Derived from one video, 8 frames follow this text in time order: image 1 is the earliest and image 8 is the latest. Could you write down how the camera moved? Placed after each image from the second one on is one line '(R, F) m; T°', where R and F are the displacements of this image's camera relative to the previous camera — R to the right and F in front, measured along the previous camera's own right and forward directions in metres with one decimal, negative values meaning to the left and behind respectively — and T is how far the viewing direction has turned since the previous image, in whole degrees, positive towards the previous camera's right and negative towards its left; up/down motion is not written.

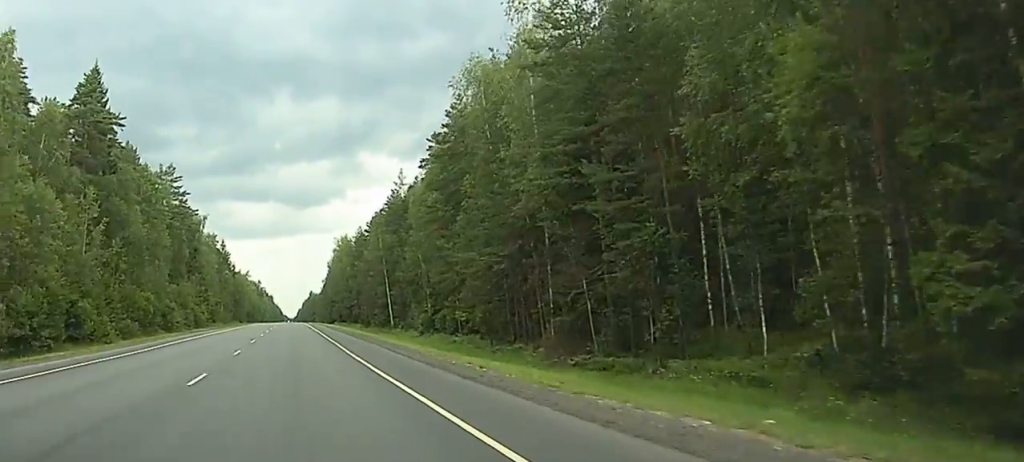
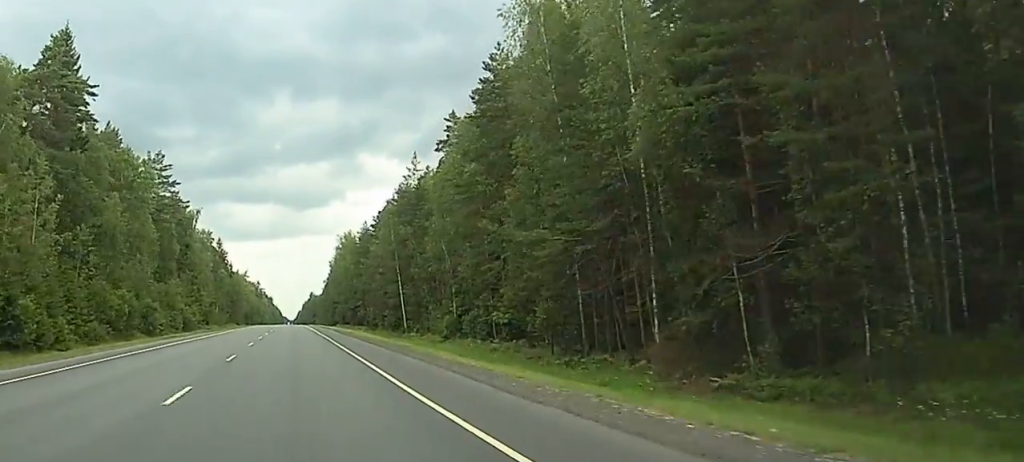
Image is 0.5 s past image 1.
(0.0, +15.4) m; 0°
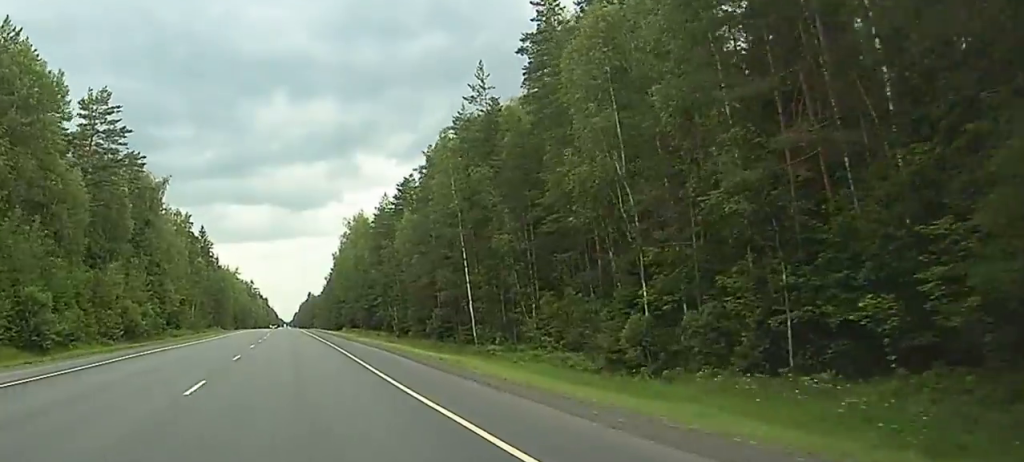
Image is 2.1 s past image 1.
(-0.3, +46.1) m; -1°
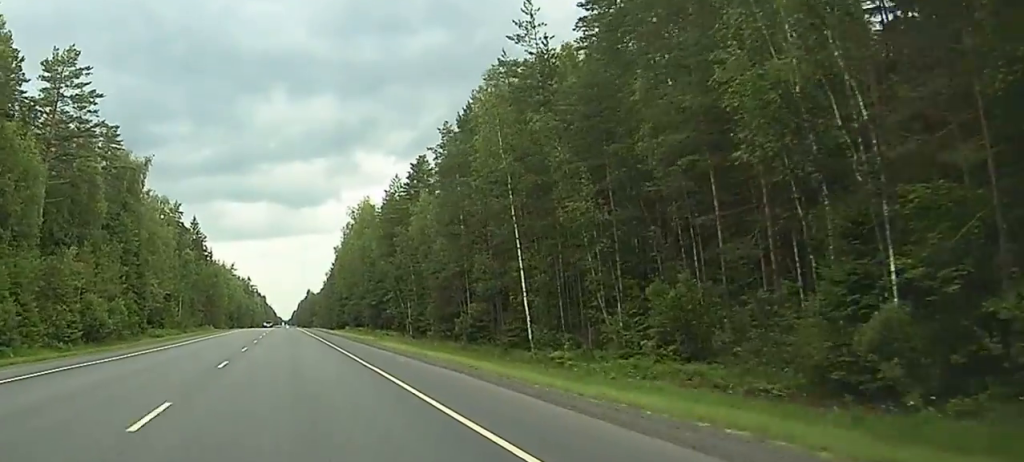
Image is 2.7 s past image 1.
(-0.1, +17.2) m; 0°
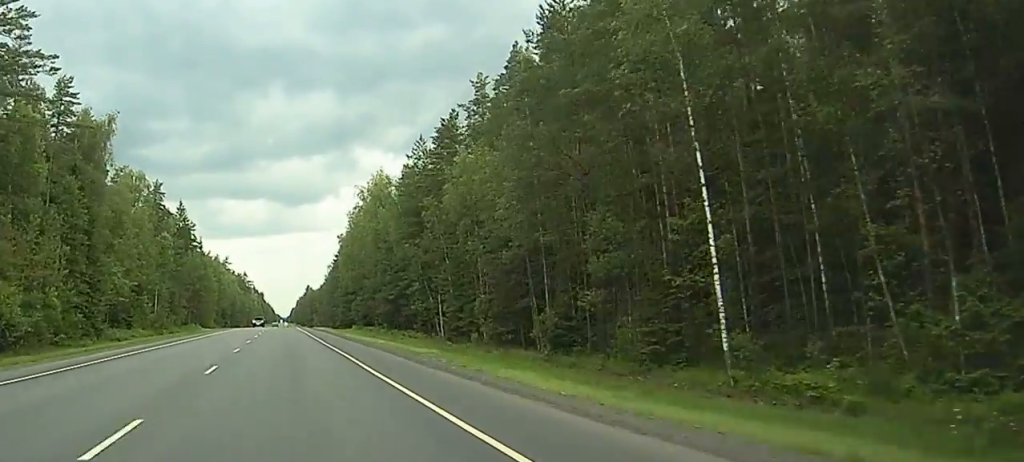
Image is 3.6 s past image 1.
(+0.1, +25.9) m; +1°
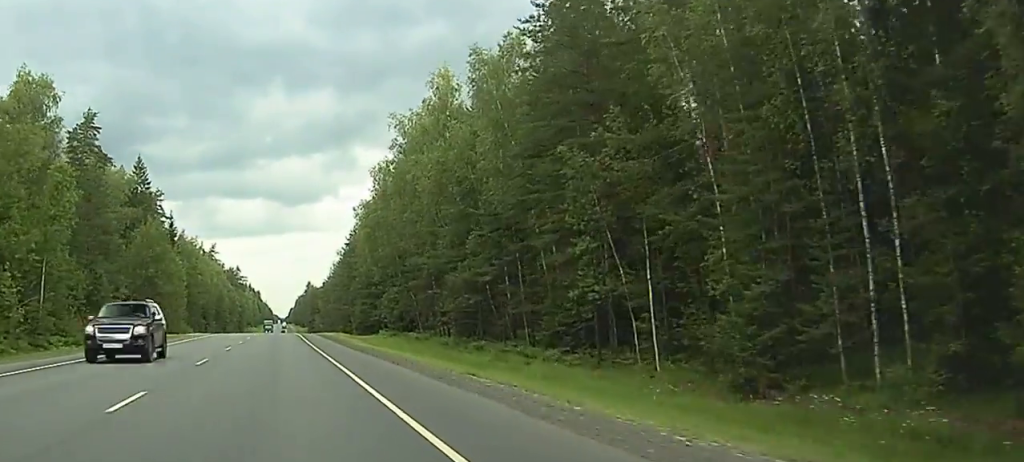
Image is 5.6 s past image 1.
(+0.3, +56.9) m; 0°
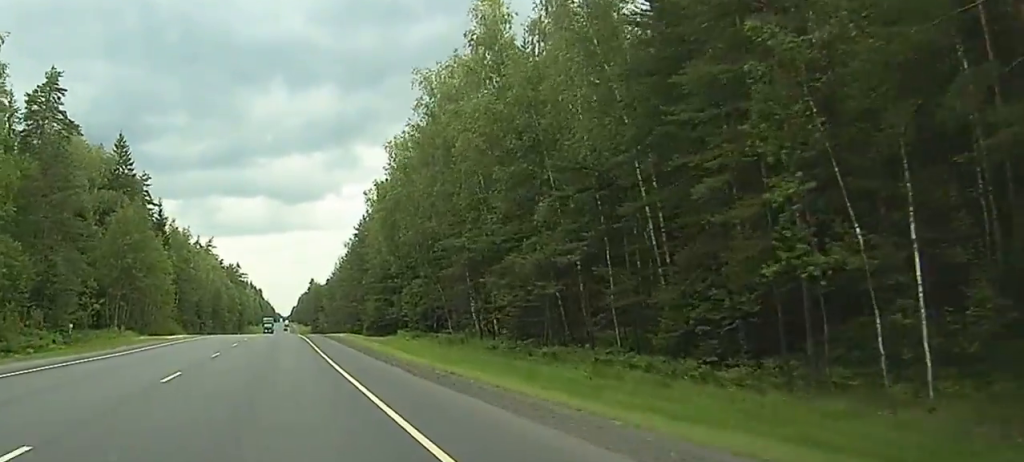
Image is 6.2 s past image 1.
(0.0, +18.5) m; 0°
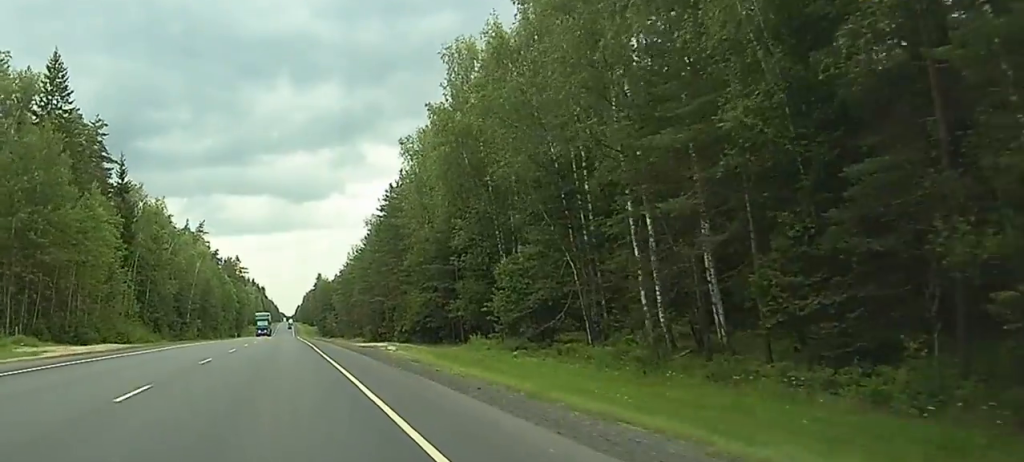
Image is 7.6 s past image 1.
(0.0, +40.8) m; 0°
